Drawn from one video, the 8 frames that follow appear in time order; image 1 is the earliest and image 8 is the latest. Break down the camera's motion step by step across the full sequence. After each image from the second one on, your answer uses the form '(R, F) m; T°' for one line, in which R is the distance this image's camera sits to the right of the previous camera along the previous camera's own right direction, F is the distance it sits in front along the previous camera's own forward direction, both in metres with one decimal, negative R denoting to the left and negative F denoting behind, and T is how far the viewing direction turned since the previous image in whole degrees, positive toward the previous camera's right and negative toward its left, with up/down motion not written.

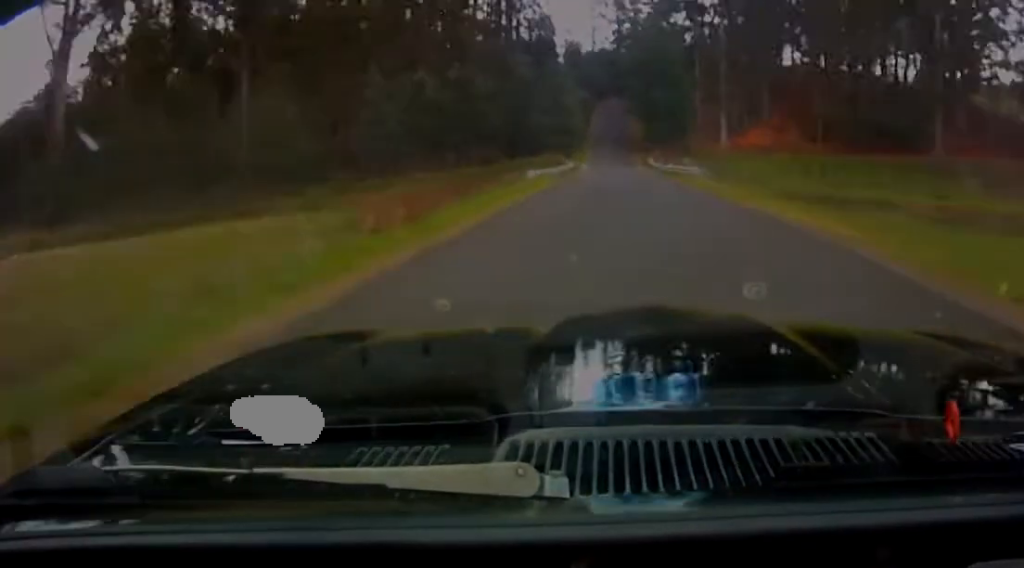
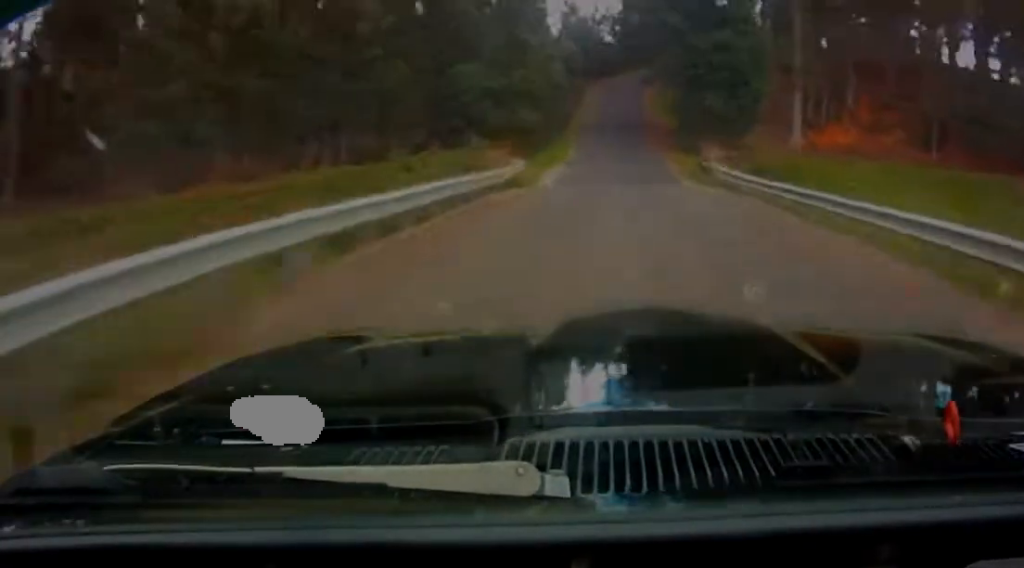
(-0.1, +42.5) m; -2°
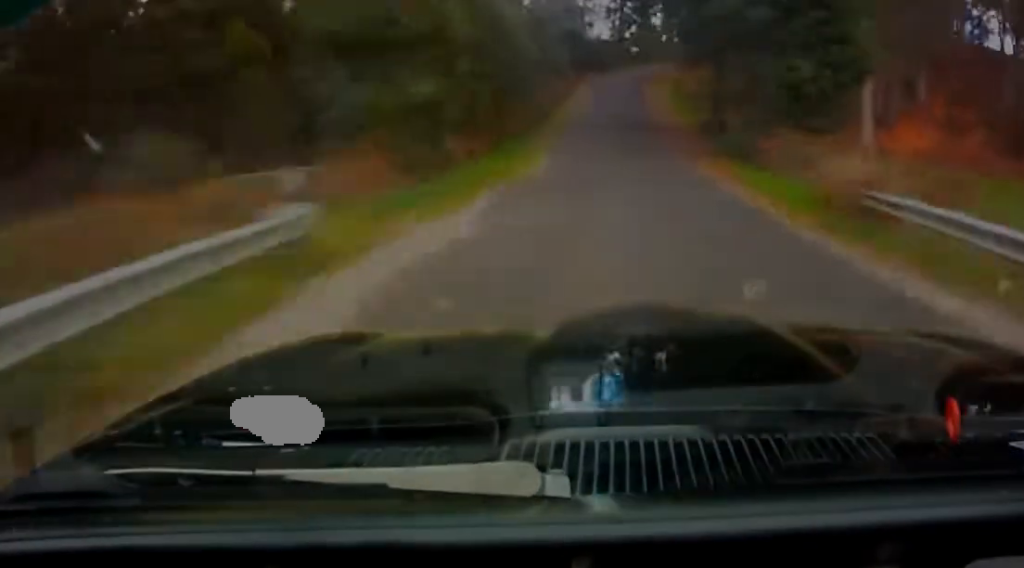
(-0.2, +20.8) m; -1°
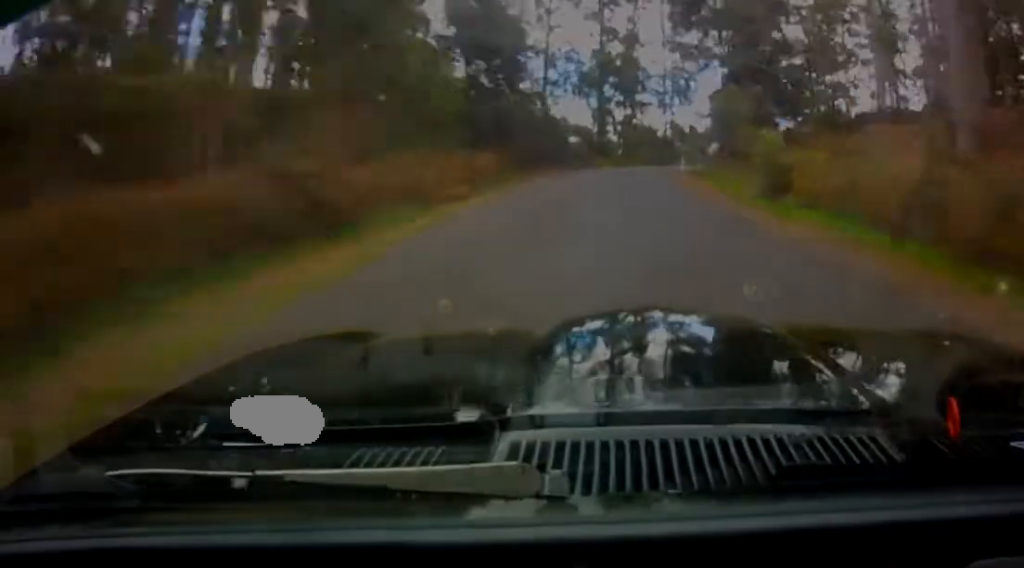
(-1.3, +45.7) m; -1°
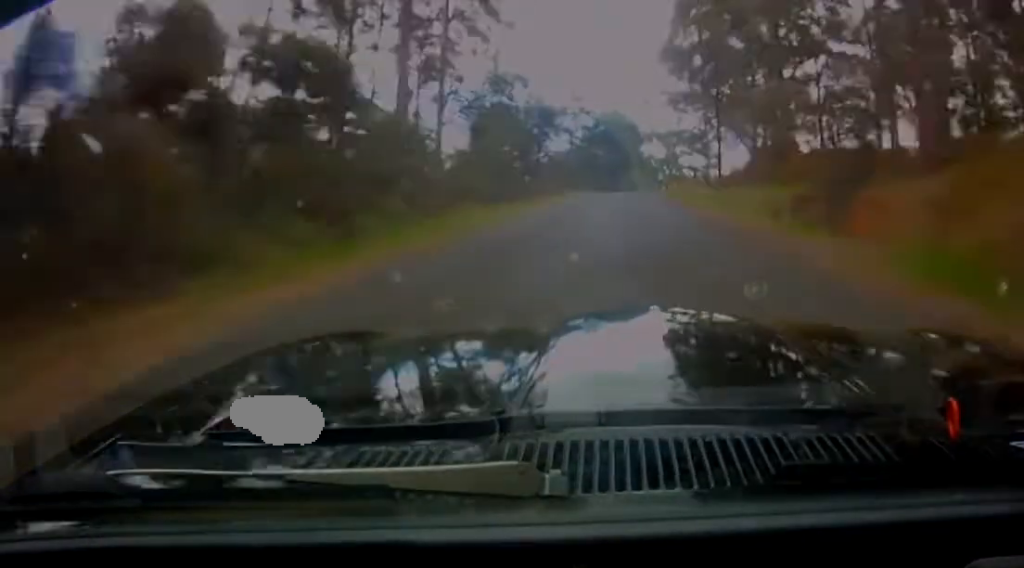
(+5.1, +99.9) m; +6°
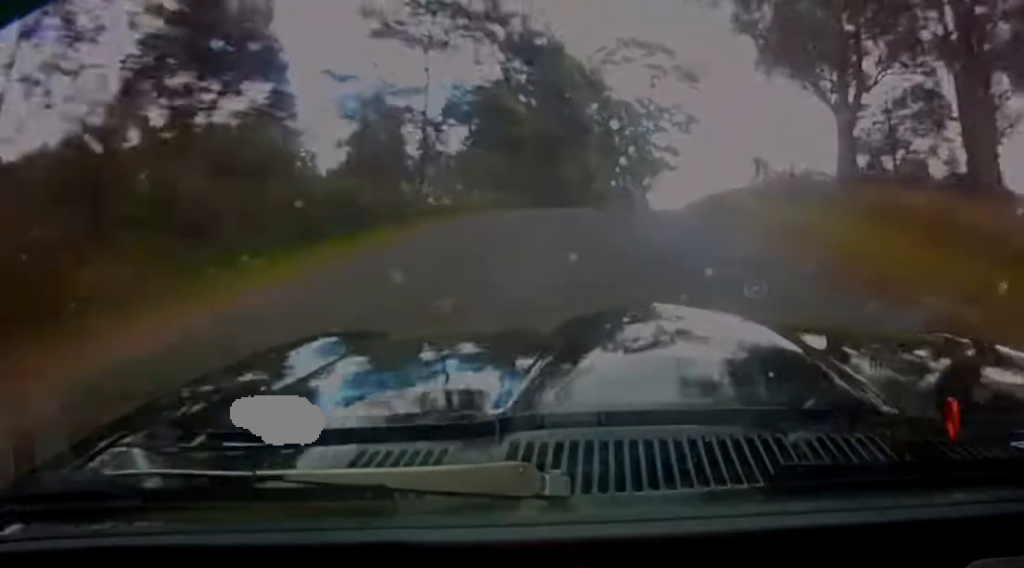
(+2.3, +51.0) m; +11°
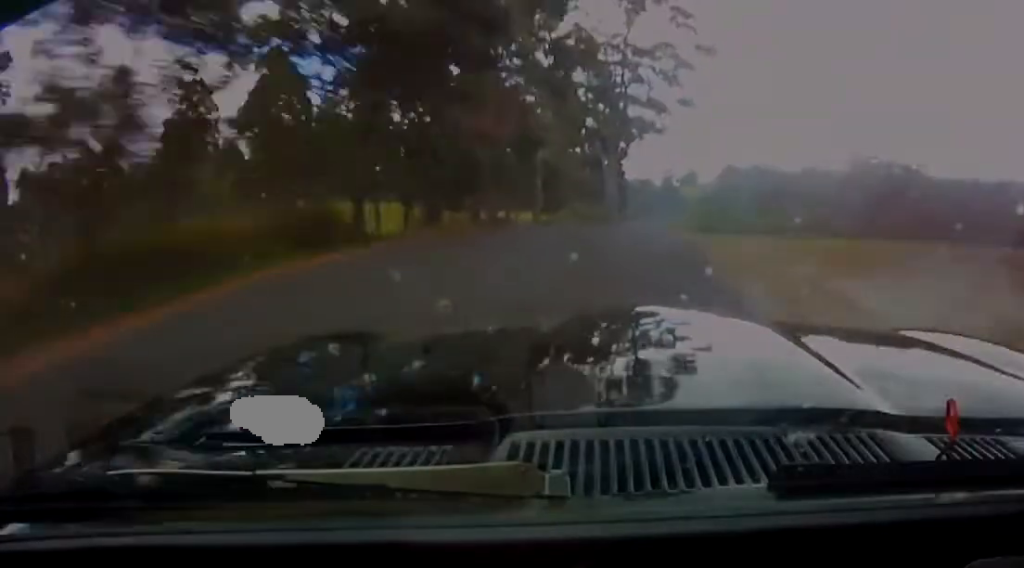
(+2.8, +28.2) m; +13°
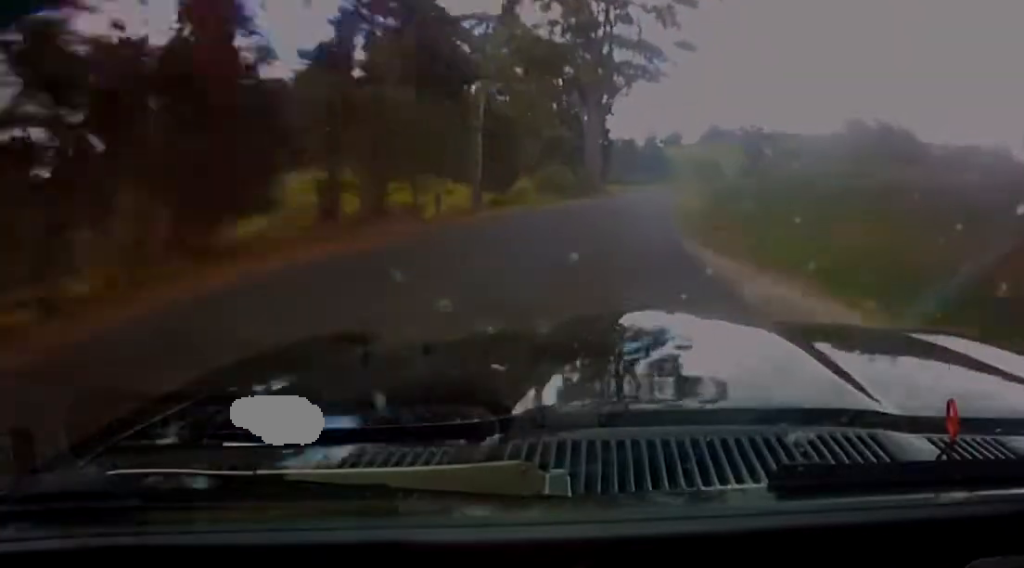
(+0.9, +16.0) m; +9°
